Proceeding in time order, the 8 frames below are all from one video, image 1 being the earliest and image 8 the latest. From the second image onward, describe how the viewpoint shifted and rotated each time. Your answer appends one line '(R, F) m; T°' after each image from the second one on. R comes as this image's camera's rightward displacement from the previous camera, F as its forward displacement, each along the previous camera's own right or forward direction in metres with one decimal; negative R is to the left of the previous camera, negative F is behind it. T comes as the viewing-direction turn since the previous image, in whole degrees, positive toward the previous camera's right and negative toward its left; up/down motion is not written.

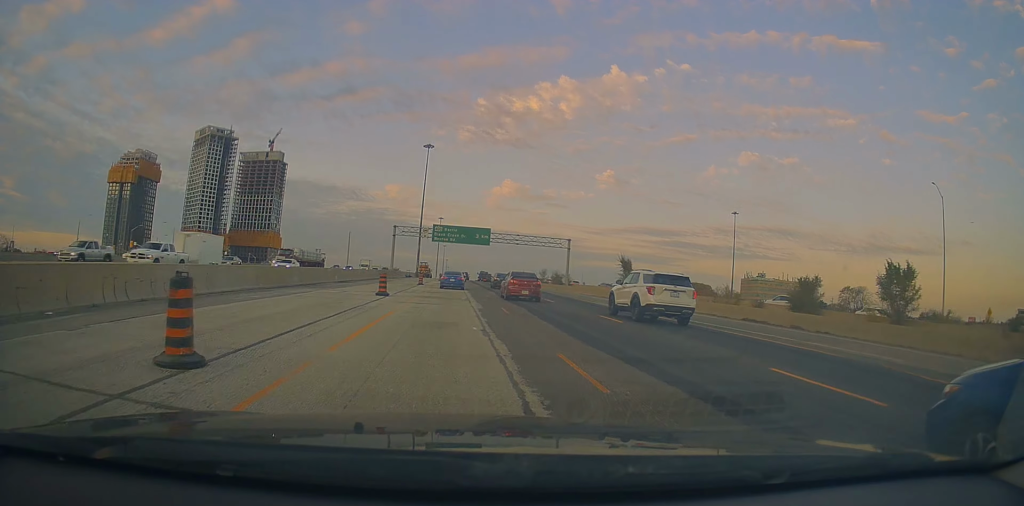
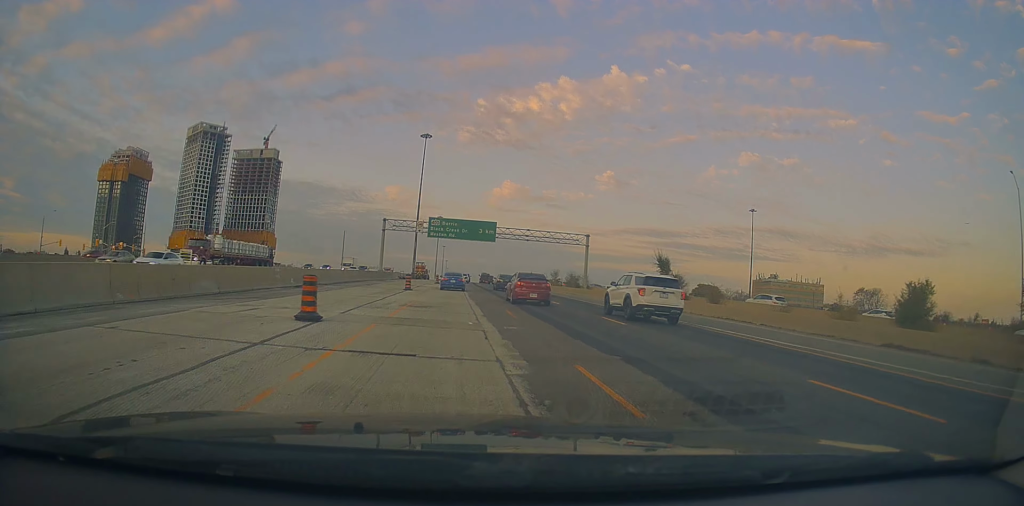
(-0.1, +13.0) m; 0°
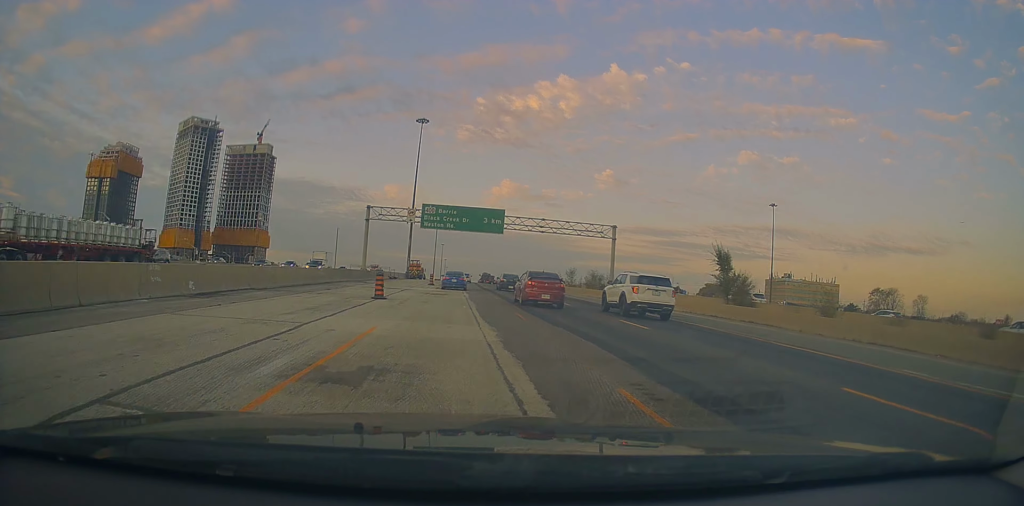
(+0.2, +13.7) m; 0°
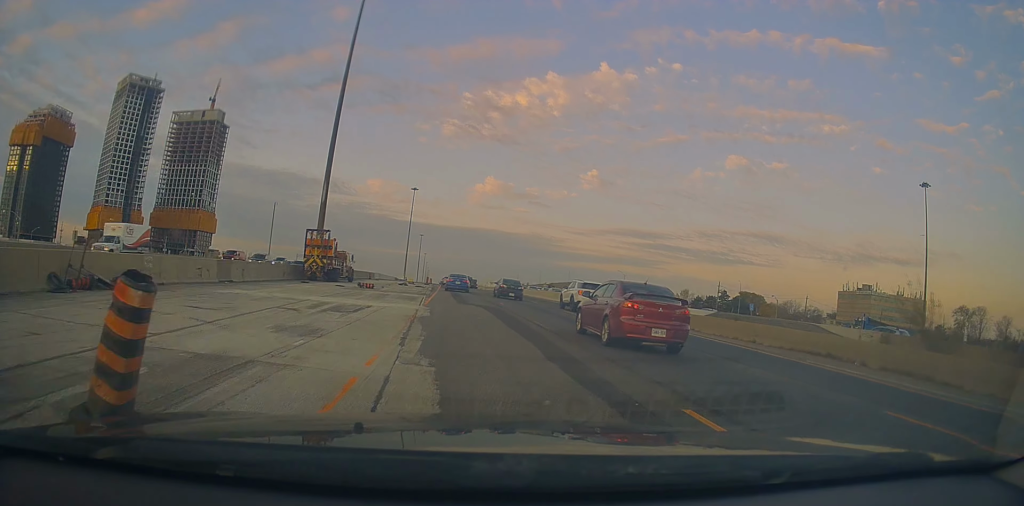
(+0.8, +72.0) m; +2°
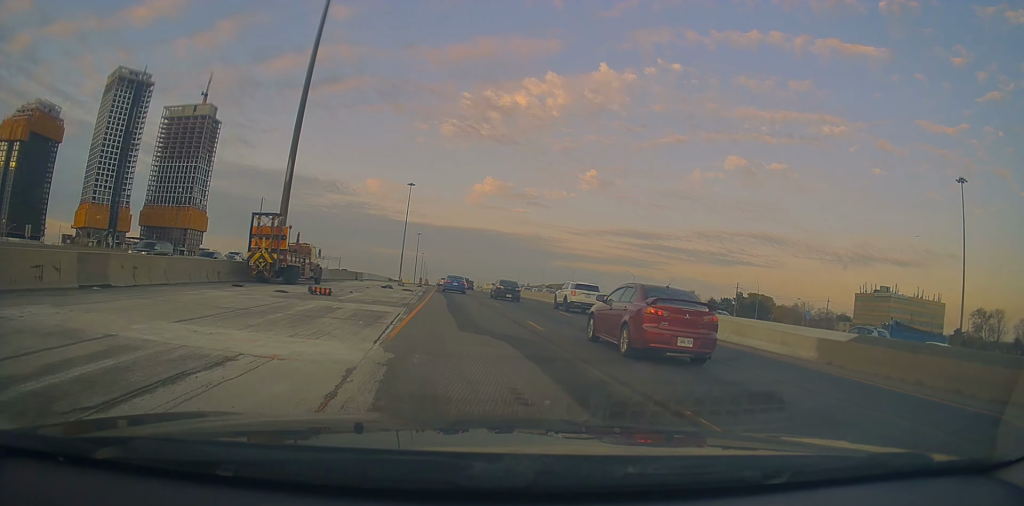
(0.0, +11.5) m; 0°
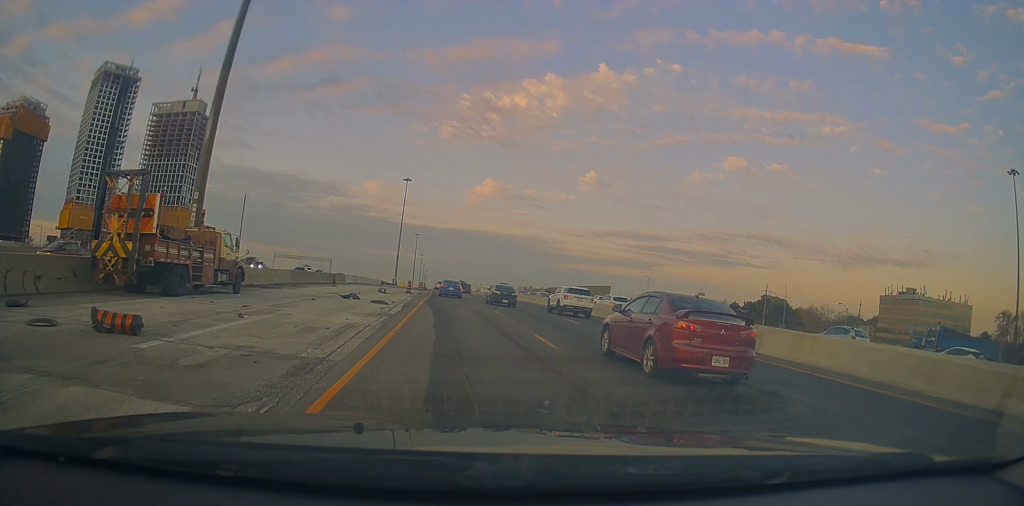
(0.0, +14.6) m; 0°
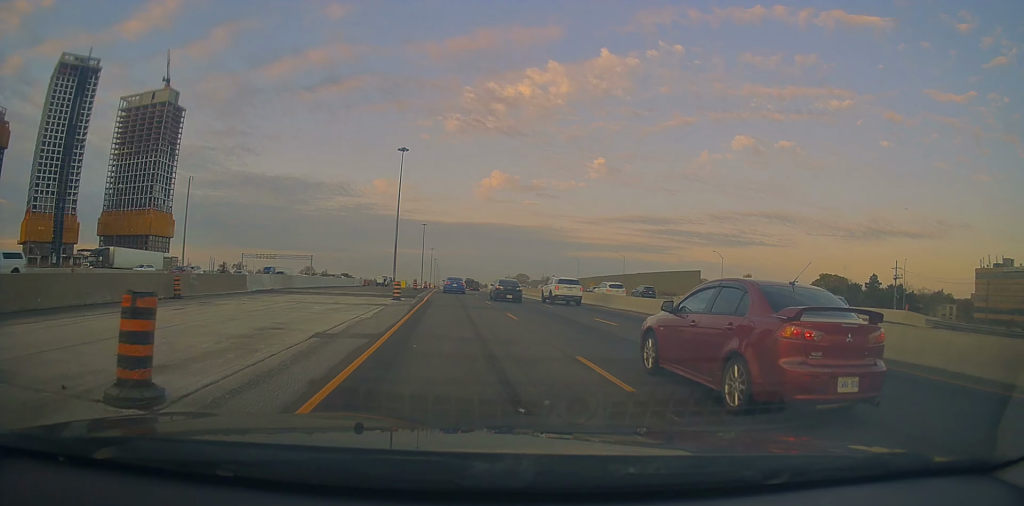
(-0.6, +41.3) m; -3°
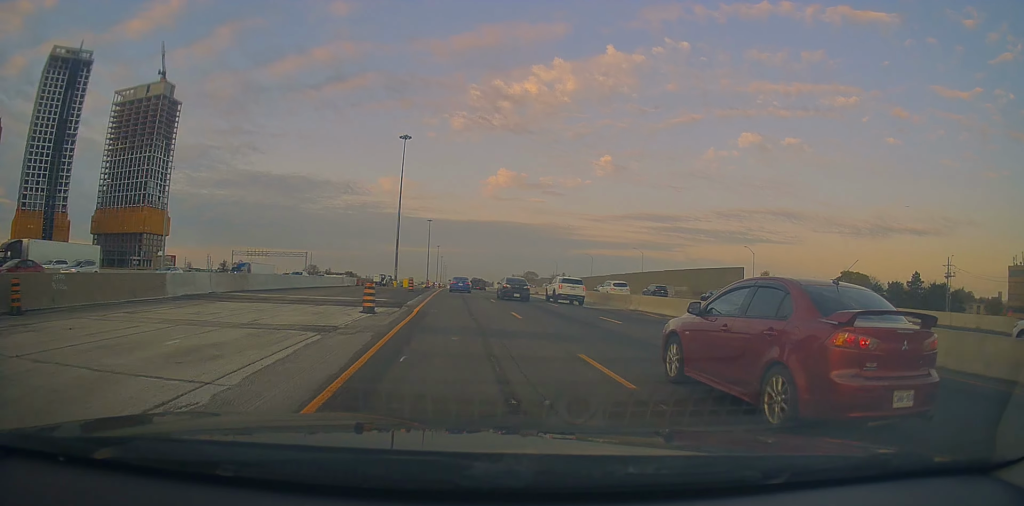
(-0.1, +11.9) m; 0°
